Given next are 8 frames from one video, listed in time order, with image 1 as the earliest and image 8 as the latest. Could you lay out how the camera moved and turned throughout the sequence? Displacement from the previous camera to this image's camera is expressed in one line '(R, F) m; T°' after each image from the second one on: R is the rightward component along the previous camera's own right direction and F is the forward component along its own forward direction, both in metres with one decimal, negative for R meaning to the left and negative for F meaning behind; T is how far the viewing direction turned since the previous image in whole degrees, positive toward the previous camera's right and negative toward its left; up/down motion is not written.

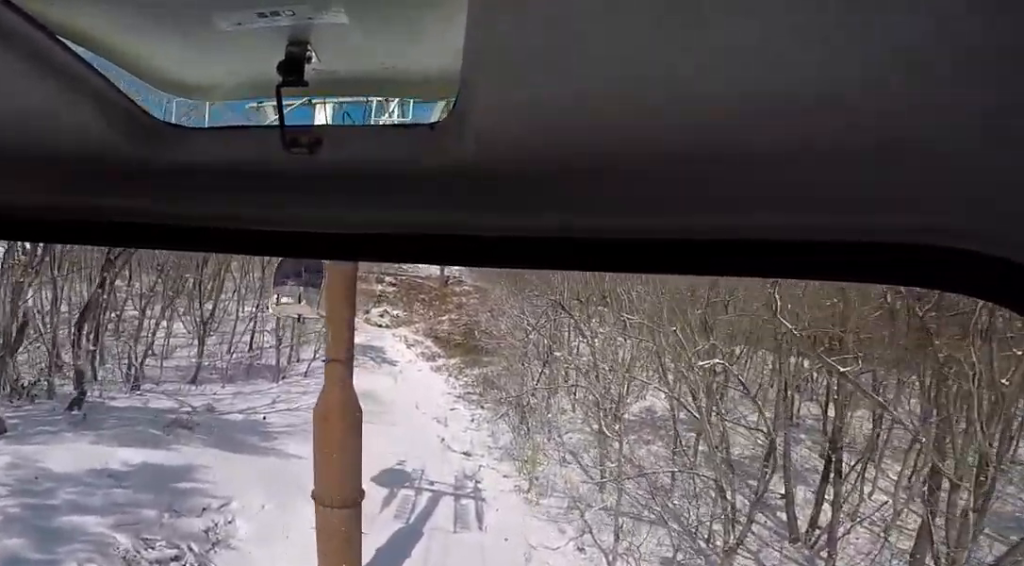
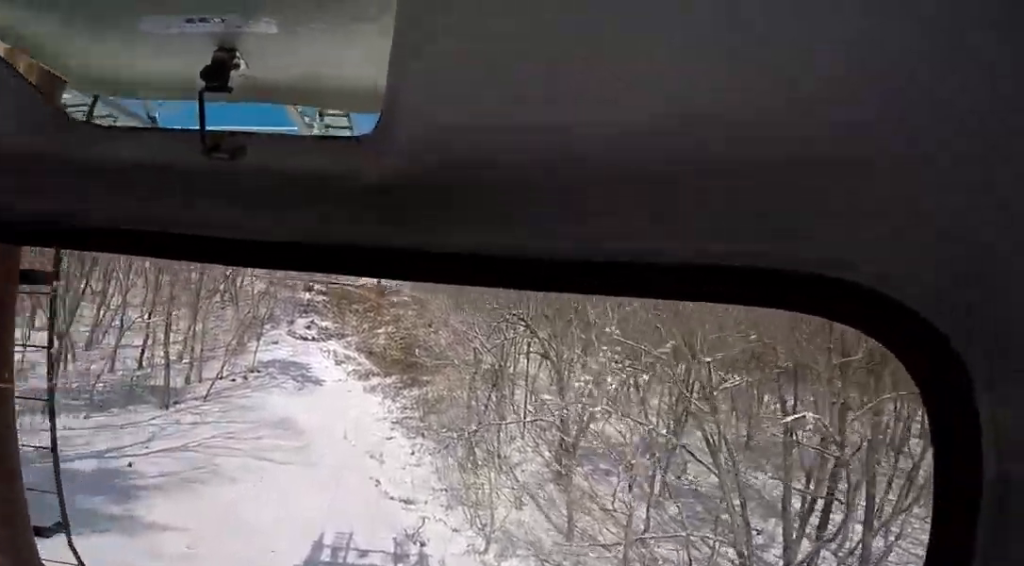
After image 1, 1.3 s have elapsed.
(-0.4, +6.2) m; -5°
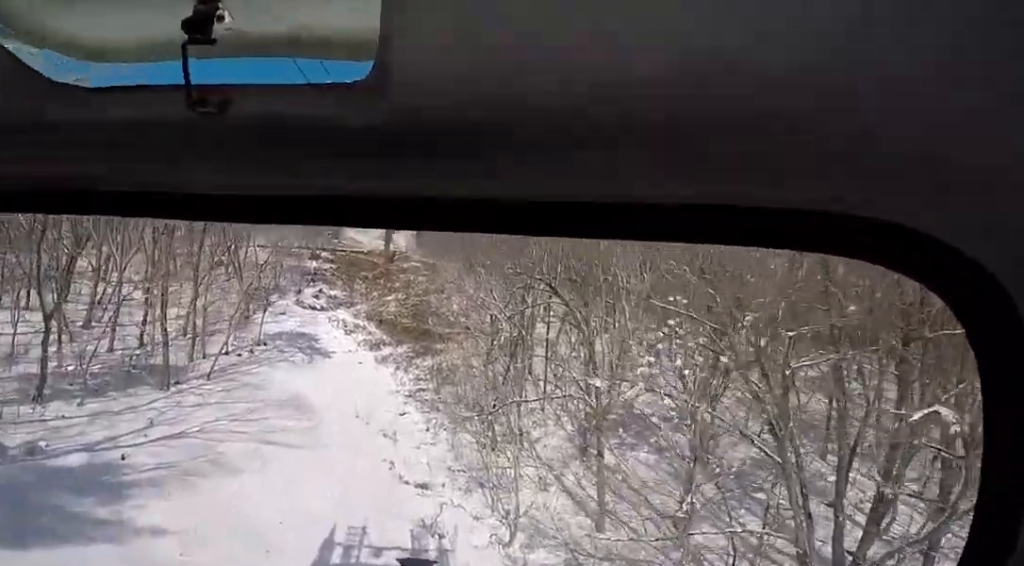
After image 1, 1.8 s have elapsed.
(+0.1, +2.2) m; -2°
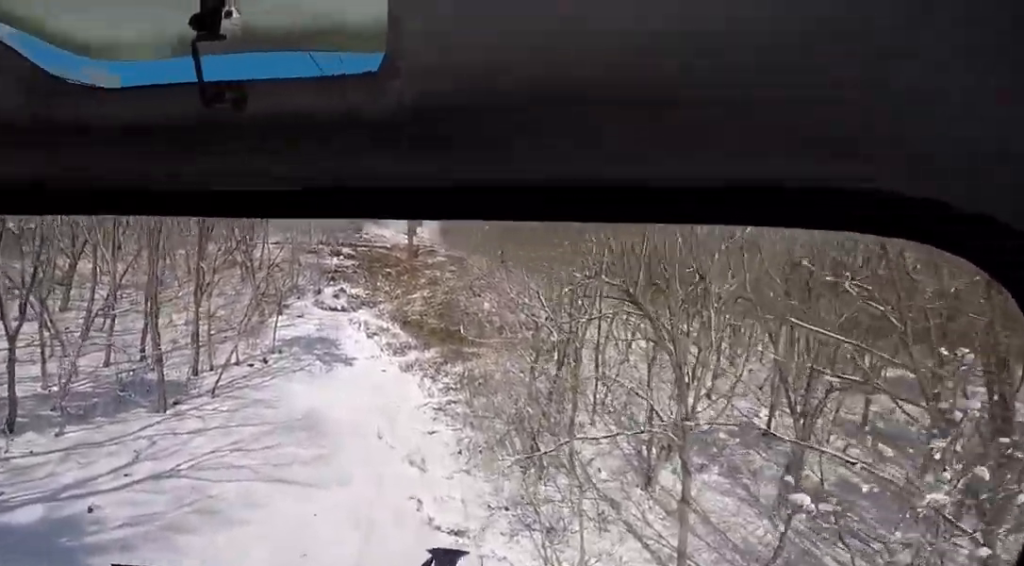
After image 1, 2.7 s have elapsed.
(-0.3, +4.6) m; -11°
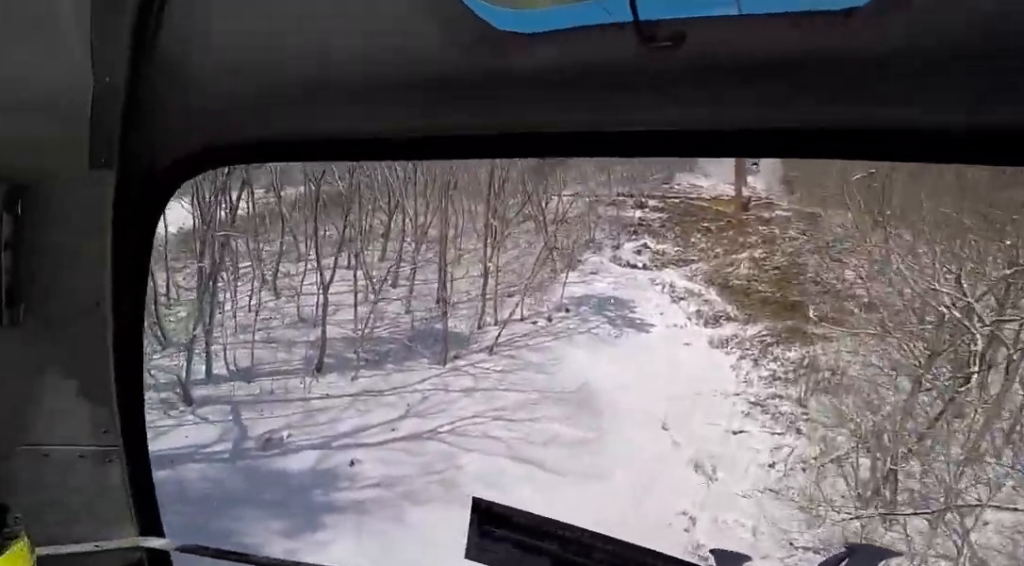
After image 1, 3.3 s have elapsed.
(-0.3, +2.6) m; -2°
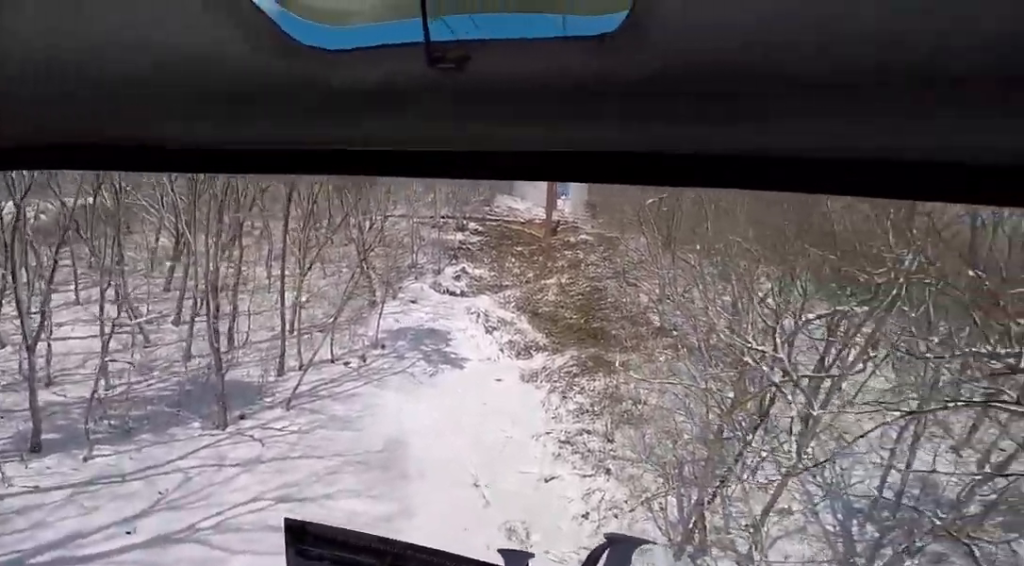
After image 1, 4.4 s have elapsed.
(0.0, +4.8) m; +6°
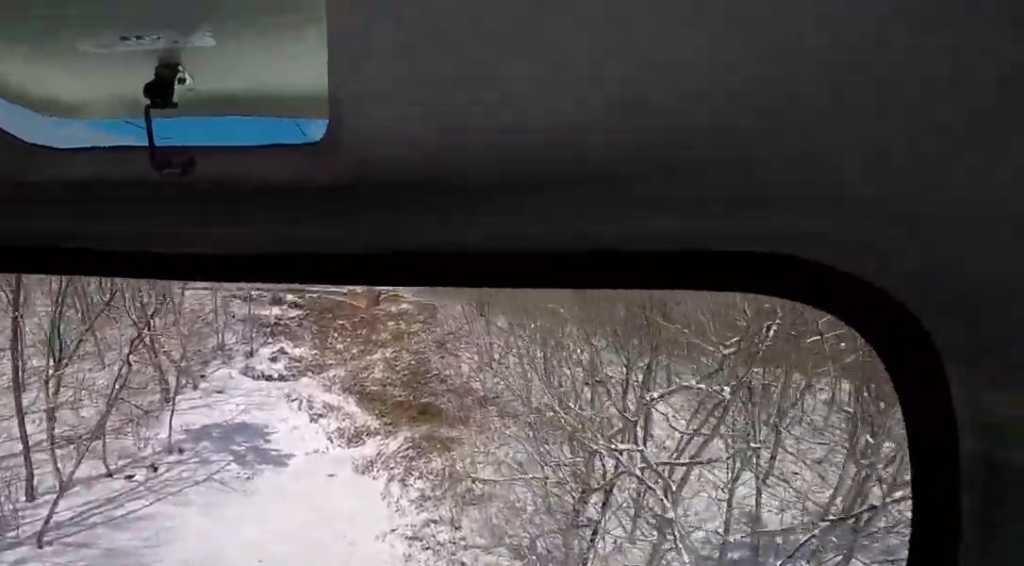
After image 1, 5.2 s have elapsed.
(+0.4, +3.9) m; +7°
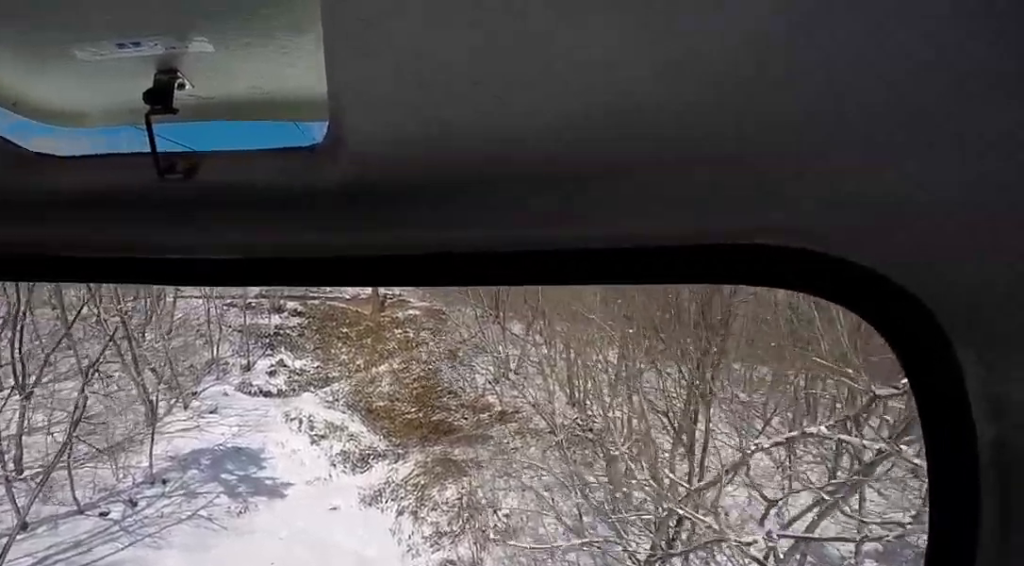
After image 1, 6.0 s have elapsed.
(+0.2, +3.6) m; +3°
